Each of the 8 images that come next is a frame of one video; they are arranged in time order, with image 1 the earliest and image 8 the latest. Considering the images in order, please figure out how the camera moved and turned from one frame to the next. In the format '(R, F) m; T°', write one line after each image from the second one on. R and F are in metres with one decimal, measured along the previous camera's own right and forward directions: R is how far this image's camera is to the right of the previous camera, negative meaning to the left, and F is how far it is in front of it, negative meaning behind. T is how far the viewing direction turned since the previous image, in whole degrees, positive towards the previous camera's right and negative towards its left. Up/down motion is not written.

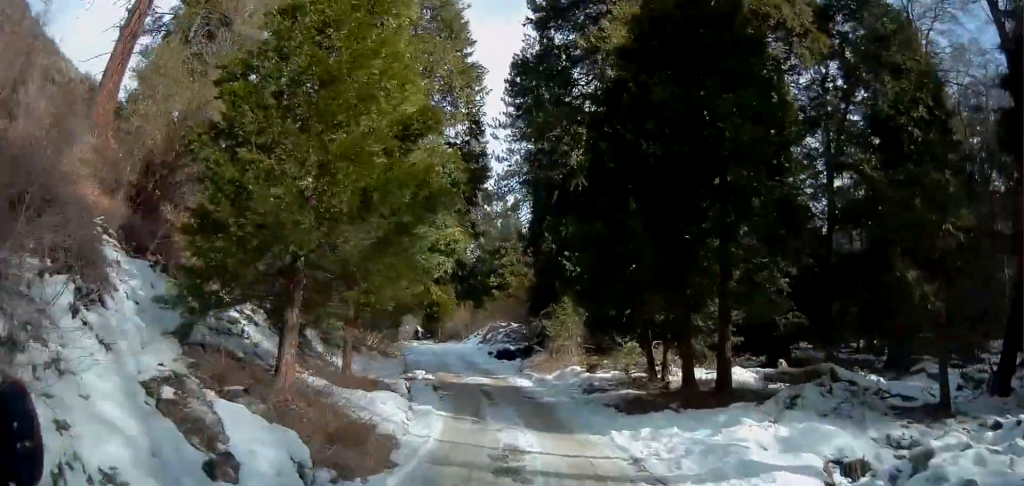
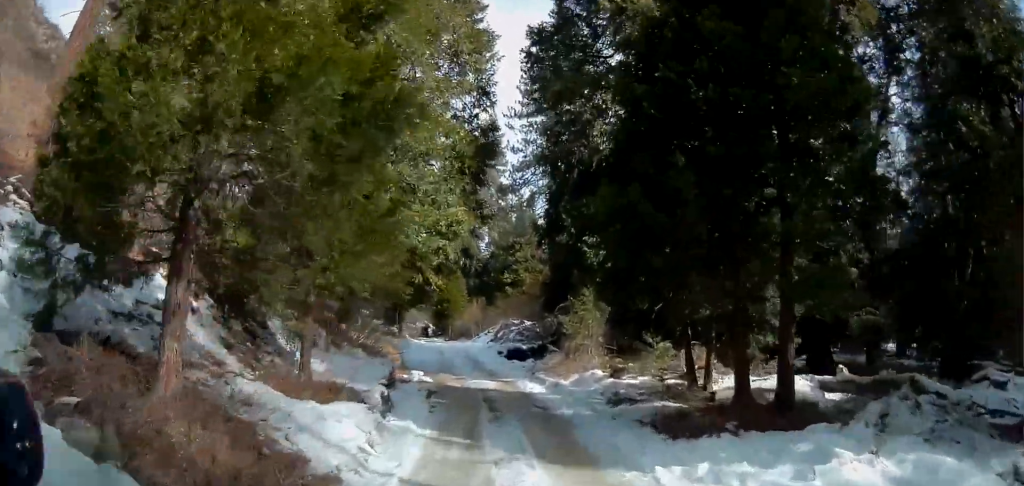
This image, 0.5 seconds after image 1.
(0.0, +3.0) m; -2°
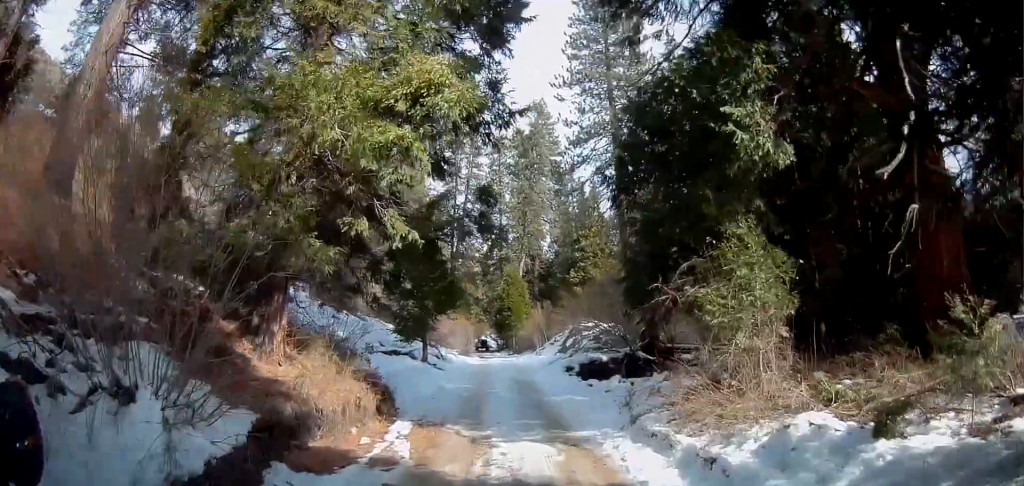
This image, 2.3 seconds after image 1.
(-0.7, +11.2) m; -5°
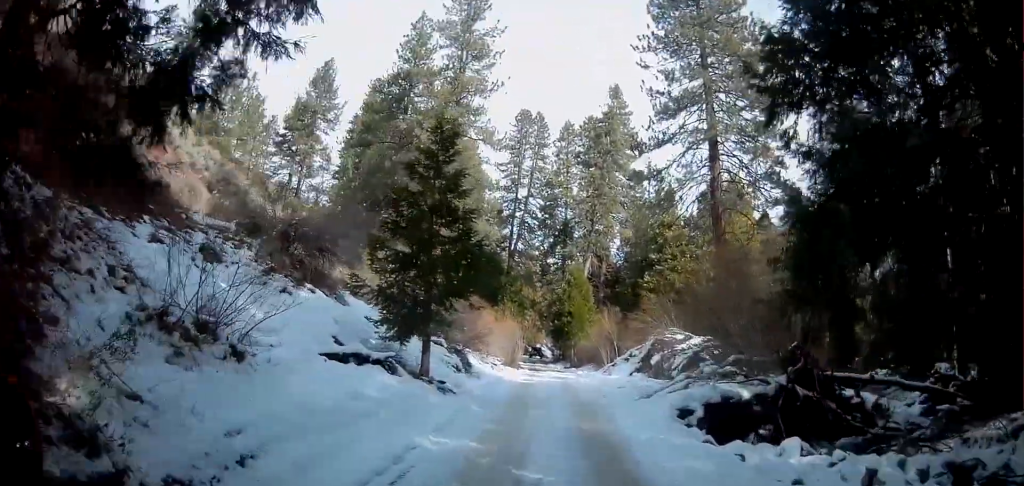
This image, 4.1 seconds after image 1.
(-0.3, +11.9) m; -4°
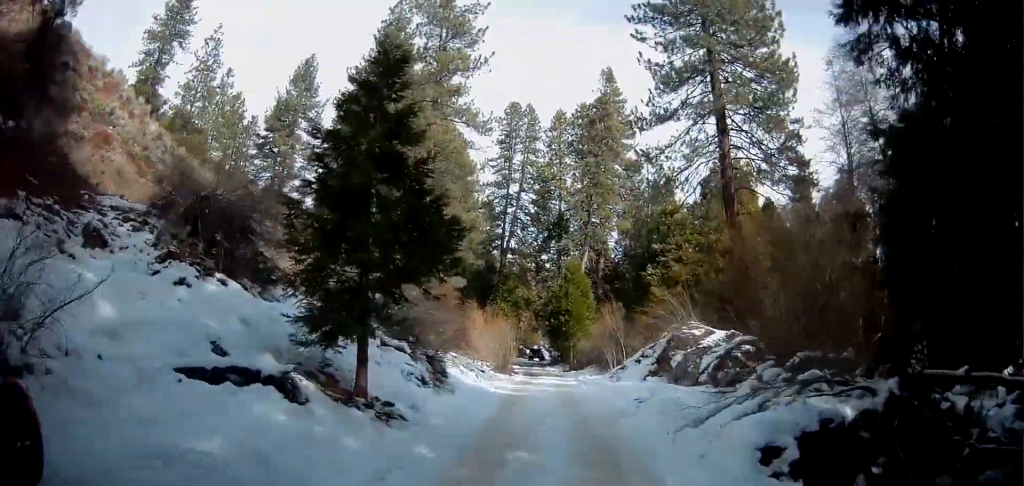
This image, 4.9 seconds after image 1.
(-0.1, +5.3) m; -1°
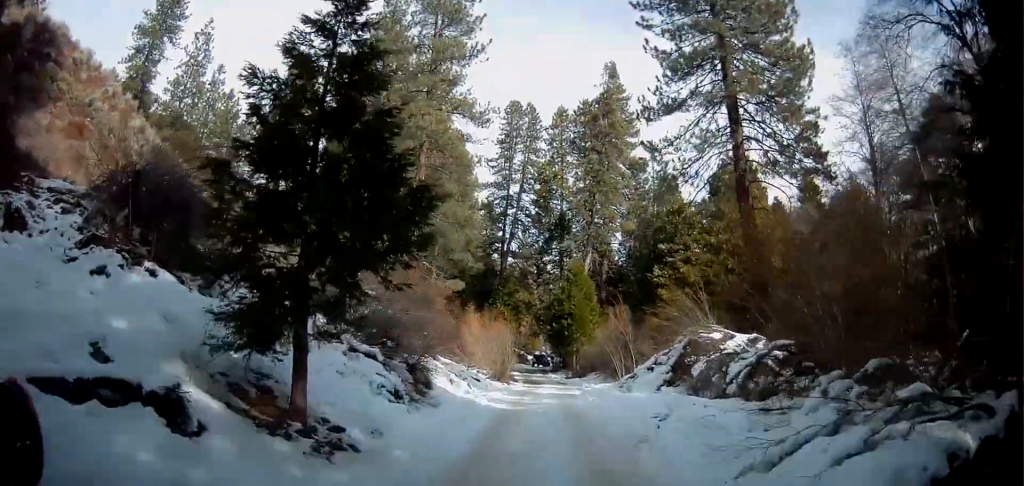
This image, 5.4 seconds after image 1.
(0.0, +3.1) m; -1°
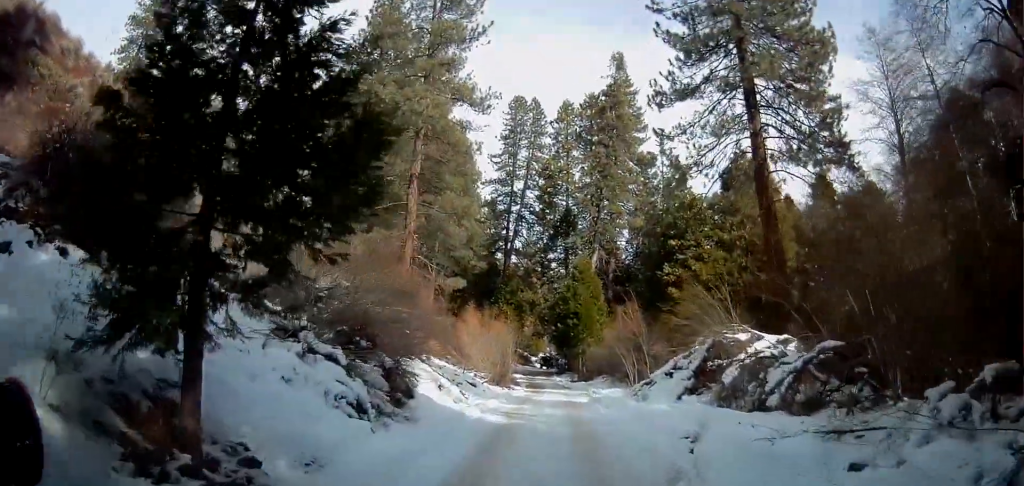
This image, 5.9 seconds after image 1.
(+0.1, +3.0) m; -2°
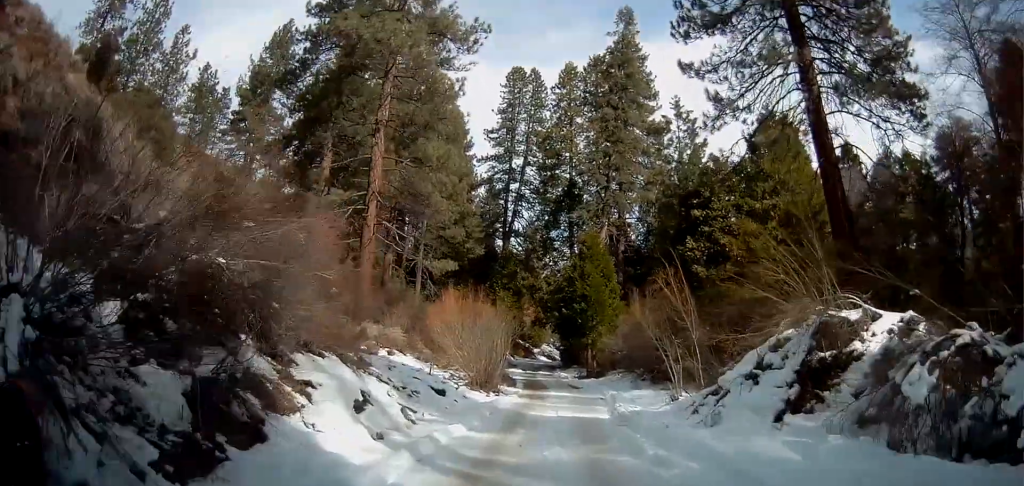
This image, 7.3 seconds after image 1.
(-0.6, +8.3) m; -5°
